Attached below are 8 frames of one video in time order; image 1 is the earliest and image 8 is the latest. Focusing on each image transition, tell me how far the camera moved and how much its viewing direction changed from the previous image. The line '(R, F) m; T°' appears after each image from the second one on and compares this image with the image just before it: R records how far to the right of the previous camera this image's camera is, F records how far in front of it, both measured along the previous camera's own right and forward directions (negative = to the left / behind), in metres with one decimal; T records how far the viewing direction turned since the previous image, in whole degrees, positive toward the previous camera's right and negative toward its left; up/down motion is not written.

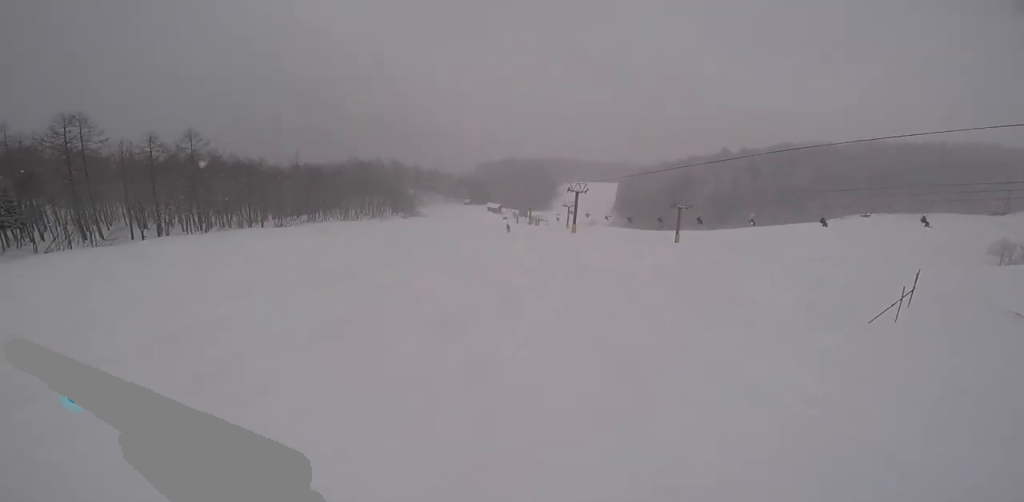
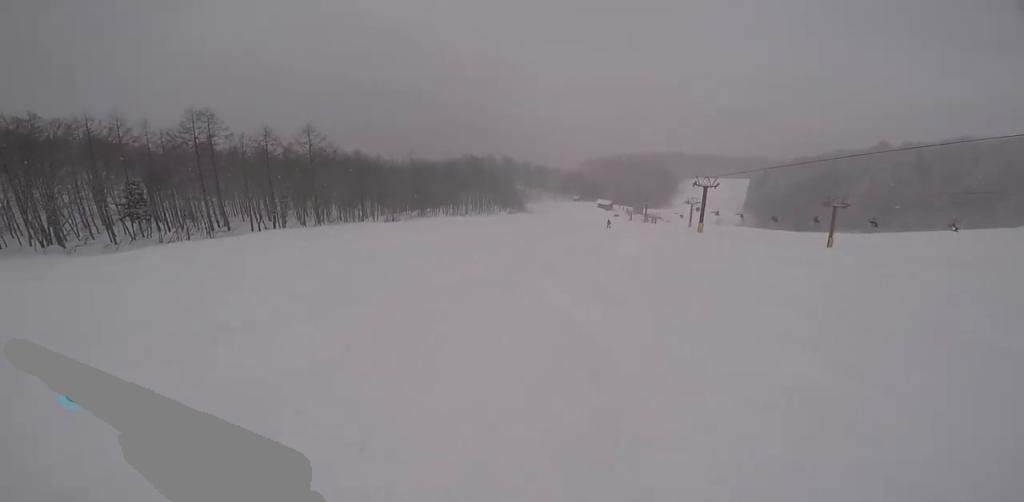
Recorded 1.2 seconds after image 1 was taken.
(-0.8, +4.8) m; -10°
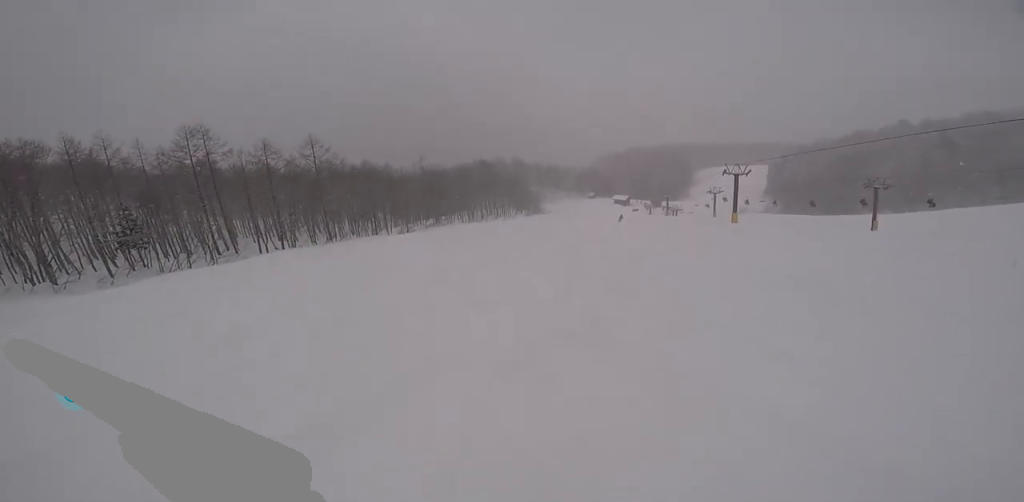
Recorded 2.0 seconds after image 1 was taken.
(0.0, +3.8) m; +7°
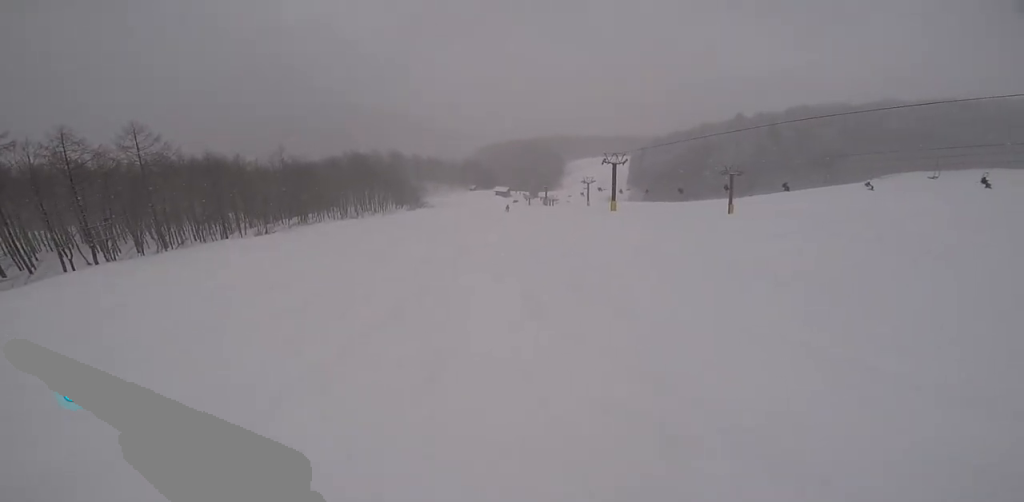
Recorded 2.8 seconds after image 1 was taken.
(+0.3, +3.5) m; +9°
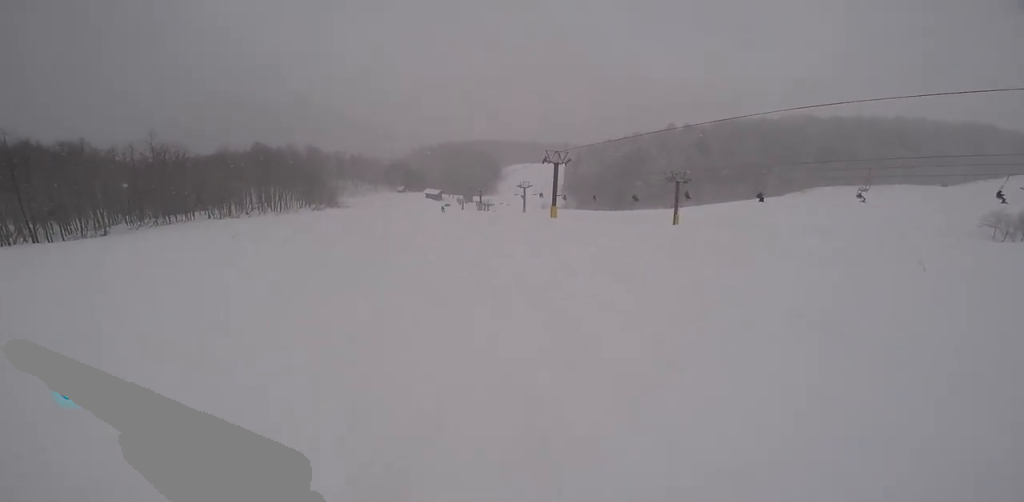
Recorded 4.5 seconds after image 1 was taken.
(-0.1, +8.7) m; -7°
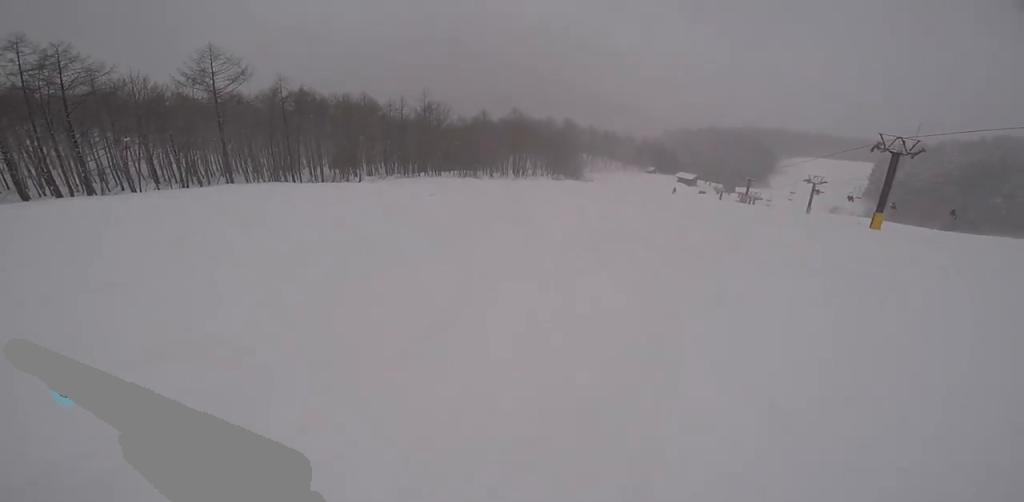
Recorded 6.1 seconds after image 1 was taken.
(-1.5, +8.1) m; -24°
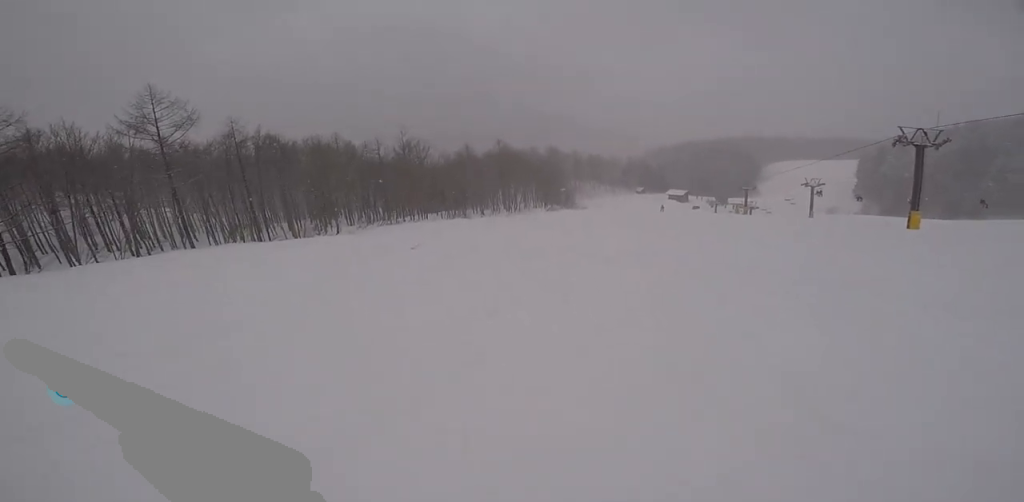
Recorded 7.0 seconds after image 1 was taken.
(-0.6, +4.6) m; +3°
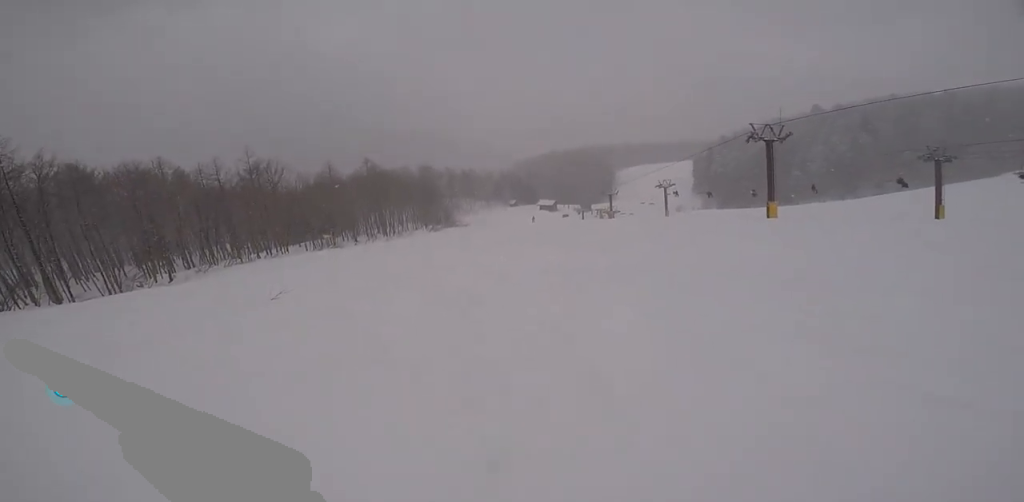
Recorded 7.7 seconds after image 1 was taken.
(-0.1, +3.2) m; +14°
